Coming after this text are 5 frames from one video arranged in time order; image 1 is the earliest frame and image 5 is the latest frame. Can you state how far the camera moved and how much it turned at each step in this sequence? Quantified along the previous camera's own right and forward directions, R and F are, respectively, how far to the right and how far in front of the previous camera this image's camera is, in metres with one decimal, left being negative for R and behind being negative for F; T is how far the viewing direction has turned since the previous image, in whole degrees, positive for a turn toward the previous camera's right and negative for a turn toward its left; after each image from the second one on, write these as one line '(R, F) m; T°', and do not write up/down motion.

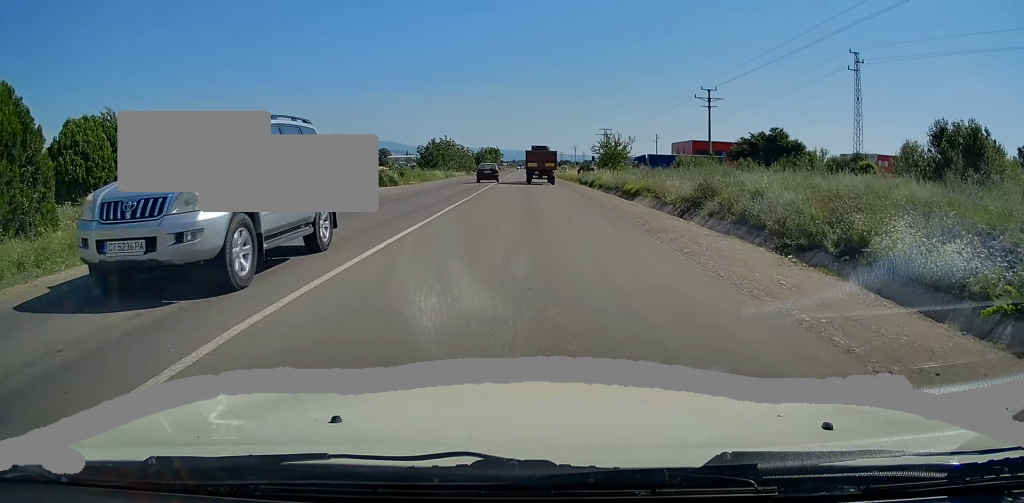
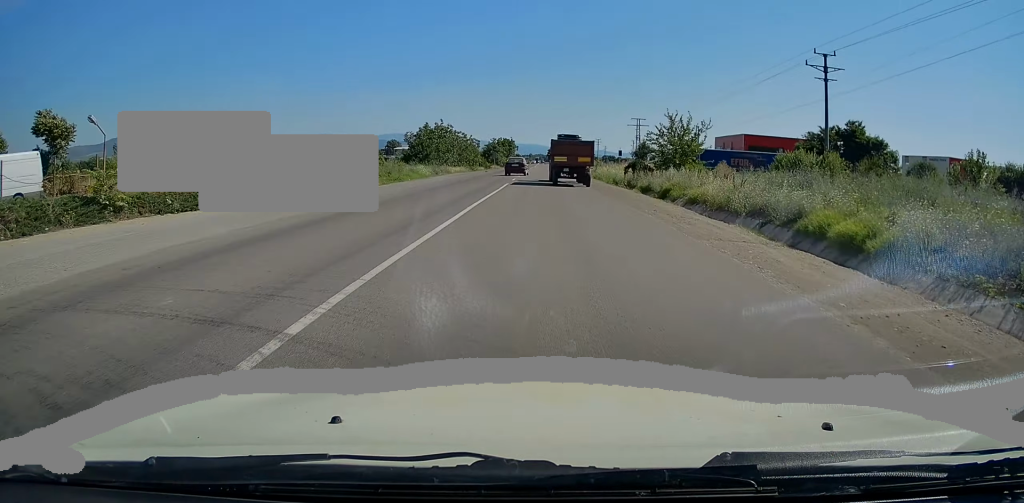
(-0.2, +24.1) m; -2°
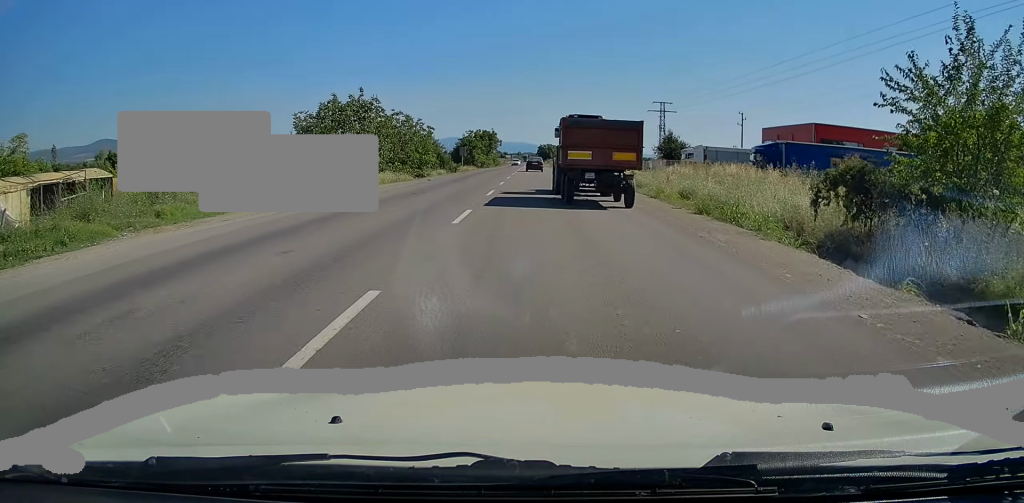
(+0.3, +36.1) m; +1°
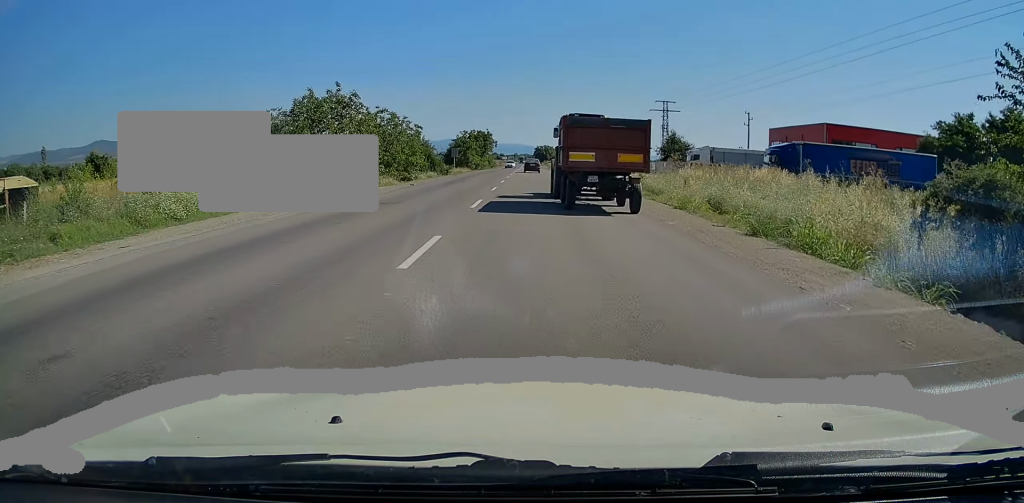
(0.0, +4.9) m; 0°
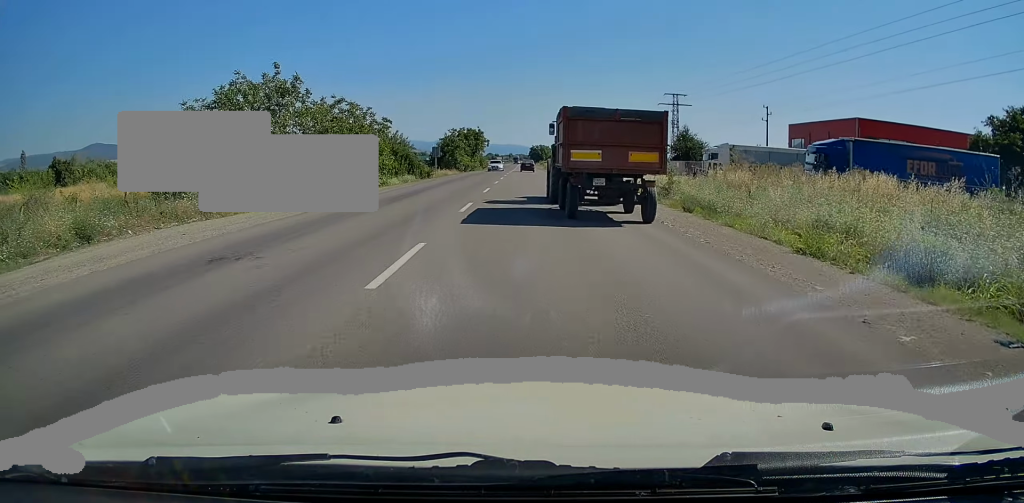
(+0.1, +10.1) m; +1°
